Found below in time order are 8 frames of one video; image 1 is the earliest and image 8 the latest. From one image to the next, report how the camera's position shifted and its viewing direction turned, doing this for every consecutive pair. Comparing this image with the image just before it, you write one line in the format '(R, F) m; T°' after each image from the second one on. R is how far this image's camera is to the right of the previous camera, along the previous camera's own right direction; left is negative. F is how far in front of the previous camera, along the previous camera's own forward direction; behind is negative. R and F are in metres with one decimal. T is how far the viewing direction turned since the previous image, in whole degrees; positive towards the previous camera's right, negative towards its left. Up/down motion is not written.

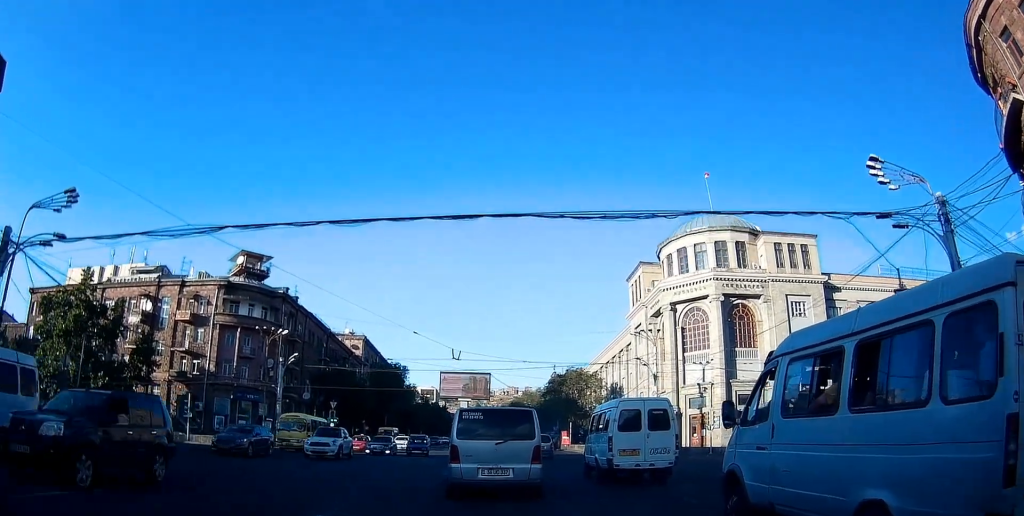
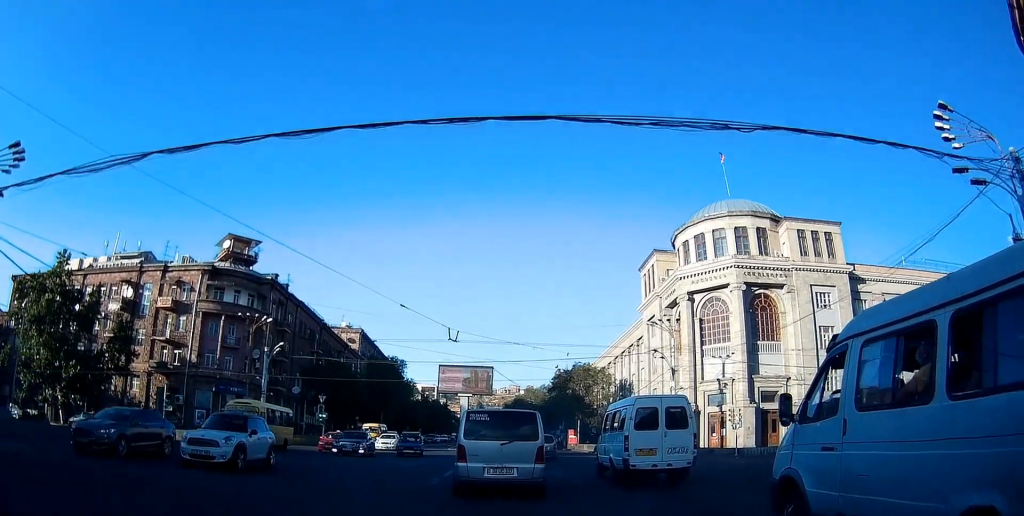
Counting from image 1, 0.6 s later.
(0.0, +5.1) m; -2°
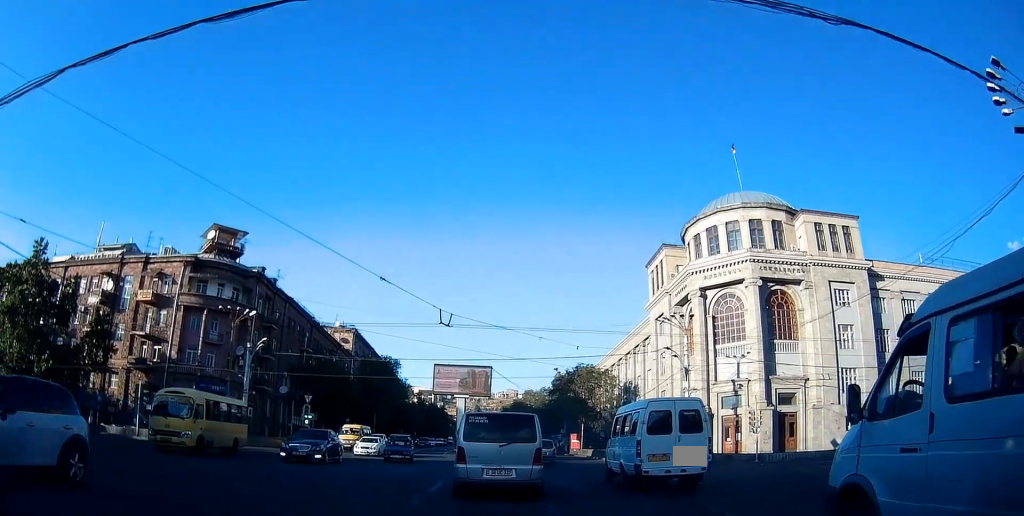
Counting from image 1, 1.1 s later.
(0.0, +4.0) m; 0°
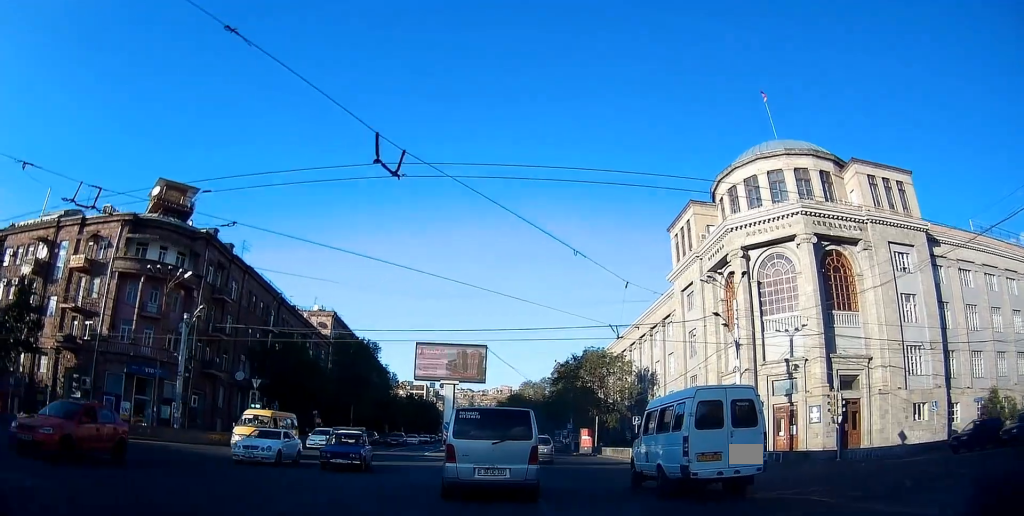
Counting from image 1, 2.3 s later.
(+0.1, +11.5) m; +3°
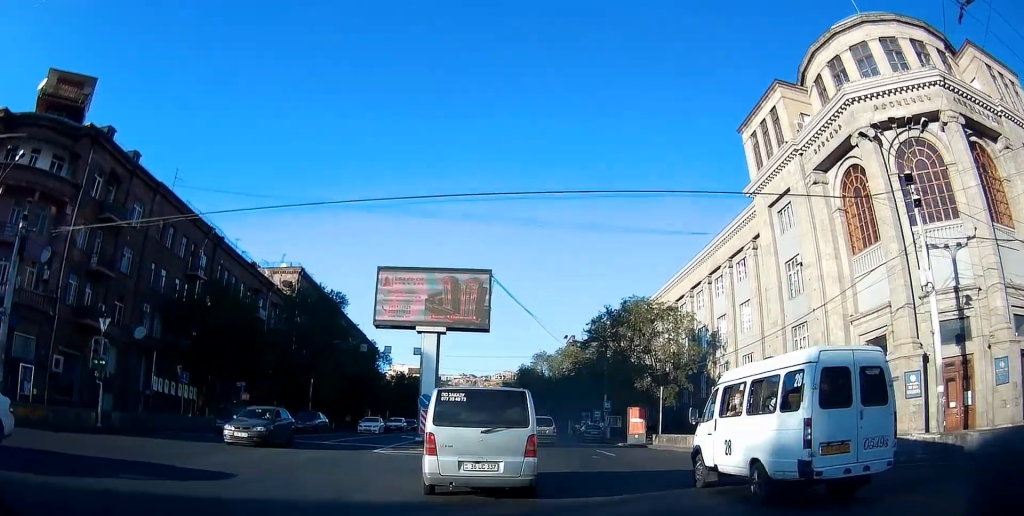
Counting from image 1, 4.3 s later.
(-0.3, +20.6) m; -4°
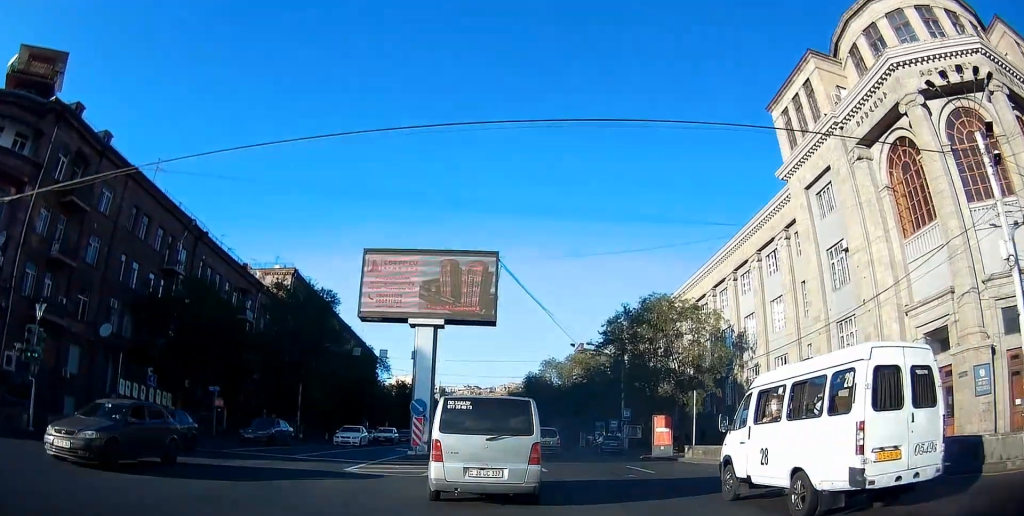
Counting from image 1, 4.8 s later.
(-0.2, +5.6) m; 0°
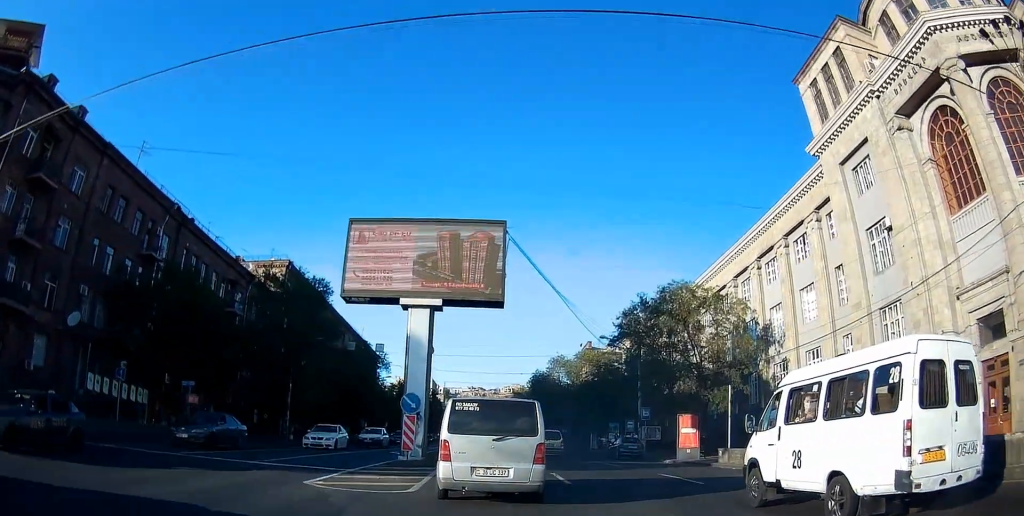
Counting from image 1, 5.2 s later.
(+0.1, +4.3) m; 0°
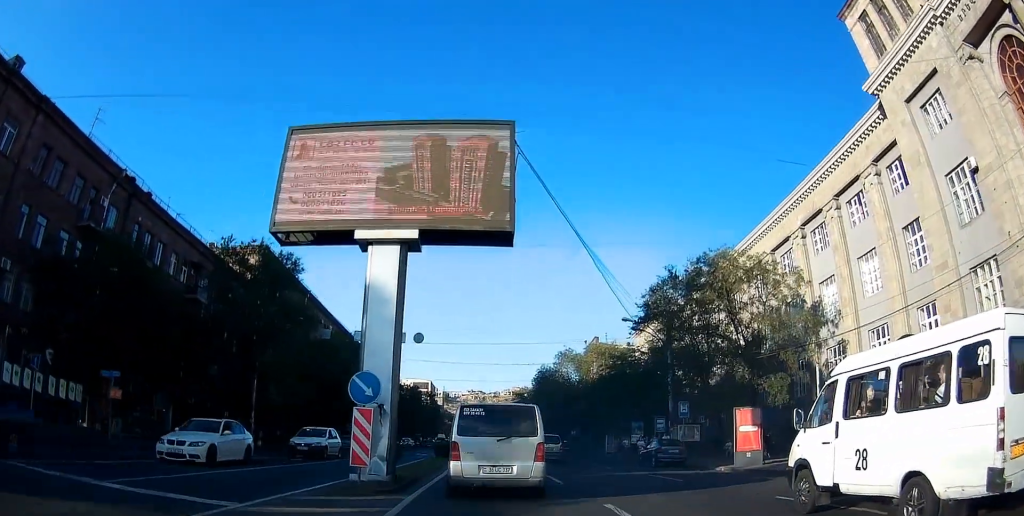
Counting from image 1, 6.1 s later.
(+0.2, +8.2) m; 0°
